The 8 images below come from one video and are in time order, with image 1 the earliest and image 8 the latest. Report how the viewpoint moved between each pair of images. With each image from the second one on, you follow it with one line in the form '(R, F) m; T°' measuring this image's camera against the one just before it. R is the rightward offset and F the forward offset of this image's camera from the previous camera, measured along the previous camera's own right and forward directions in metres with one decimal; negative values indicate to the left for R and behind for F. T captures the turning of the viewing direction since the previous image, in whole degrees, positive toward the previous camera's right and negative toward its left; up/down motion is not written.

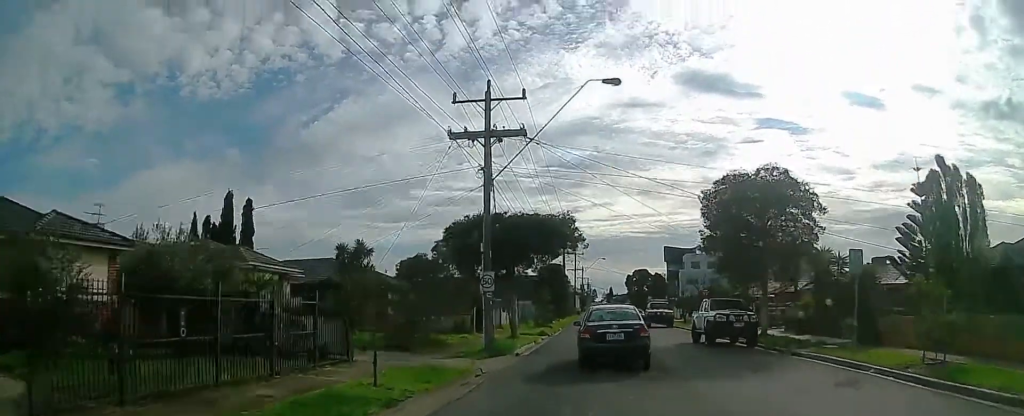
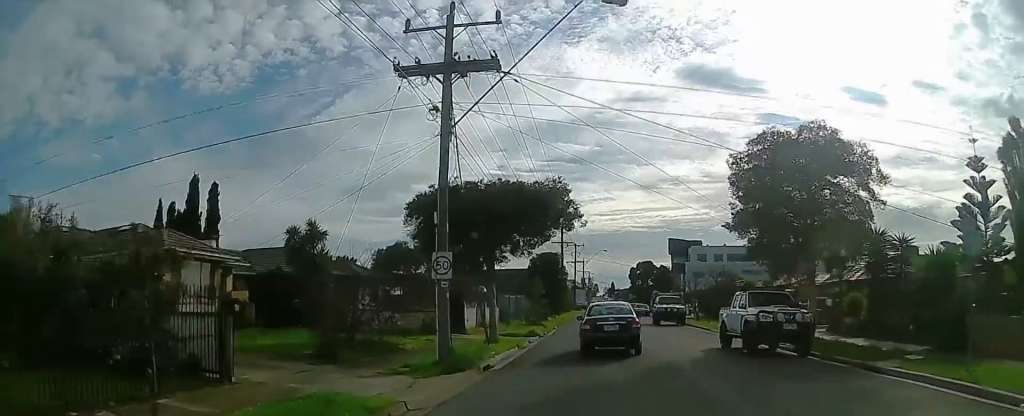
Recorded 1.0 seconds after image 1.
(-0.1, +6.0) m; -2°
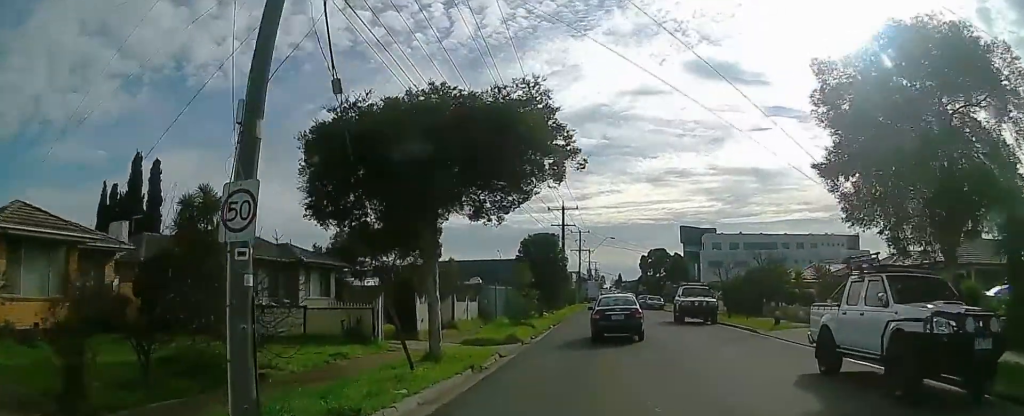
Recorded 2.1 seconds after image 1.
(-0.1, +7.2) m; -1°
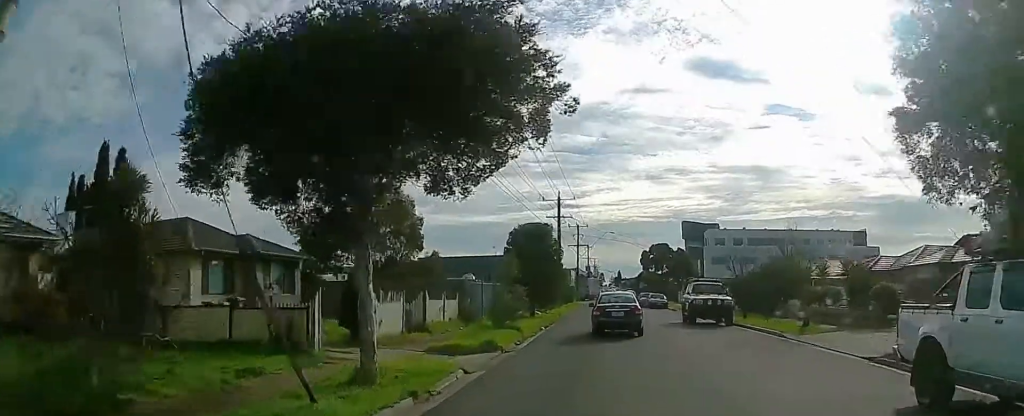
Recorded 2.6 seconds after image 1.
(0.0, +3.3) m; -1°
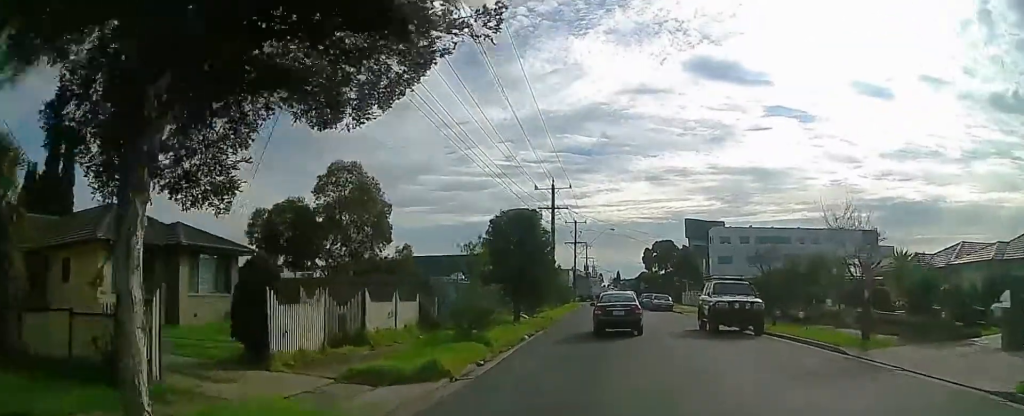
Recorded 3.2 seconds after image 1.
(0.0, +4.4) m; -1°
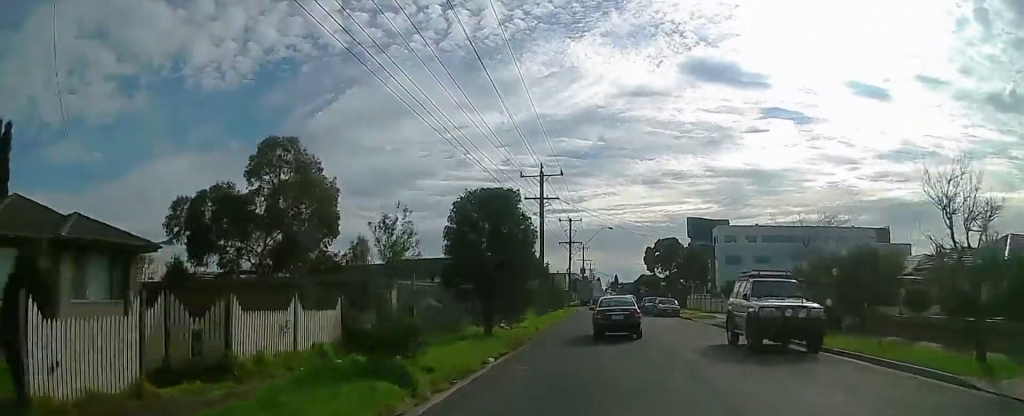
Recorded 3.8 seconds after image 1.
(-0.1, +5.6) m; 0°
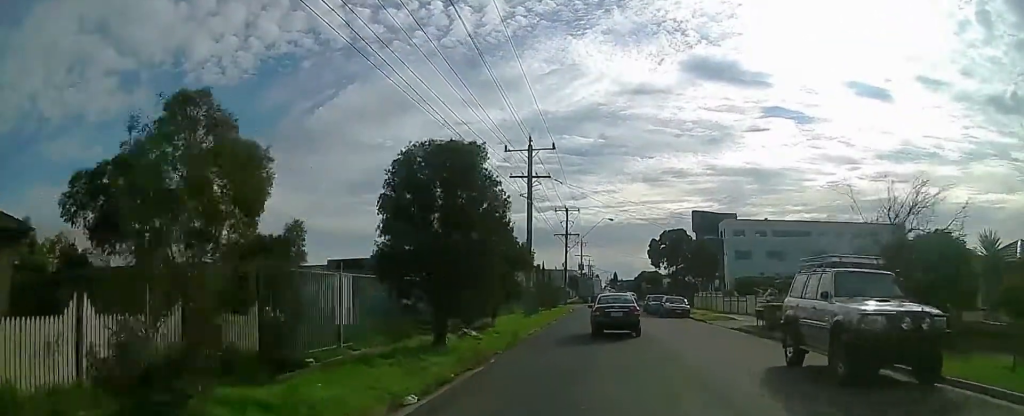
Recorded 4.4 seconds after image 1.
(-0.1, +5.7) m; +1°
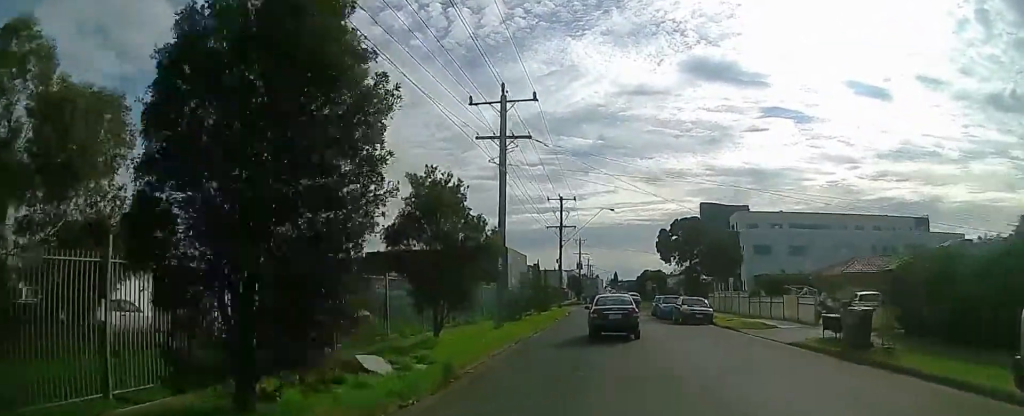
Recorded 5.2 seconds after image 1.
(+0.2, +8.8) m; 0°
